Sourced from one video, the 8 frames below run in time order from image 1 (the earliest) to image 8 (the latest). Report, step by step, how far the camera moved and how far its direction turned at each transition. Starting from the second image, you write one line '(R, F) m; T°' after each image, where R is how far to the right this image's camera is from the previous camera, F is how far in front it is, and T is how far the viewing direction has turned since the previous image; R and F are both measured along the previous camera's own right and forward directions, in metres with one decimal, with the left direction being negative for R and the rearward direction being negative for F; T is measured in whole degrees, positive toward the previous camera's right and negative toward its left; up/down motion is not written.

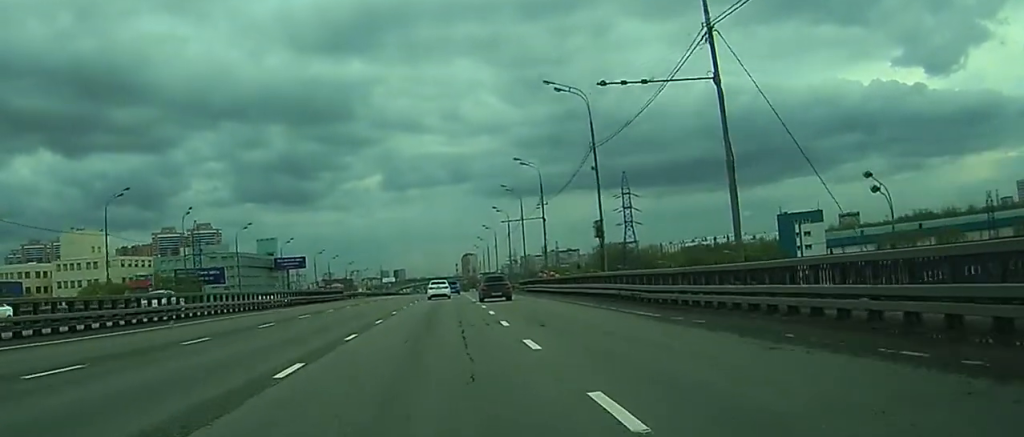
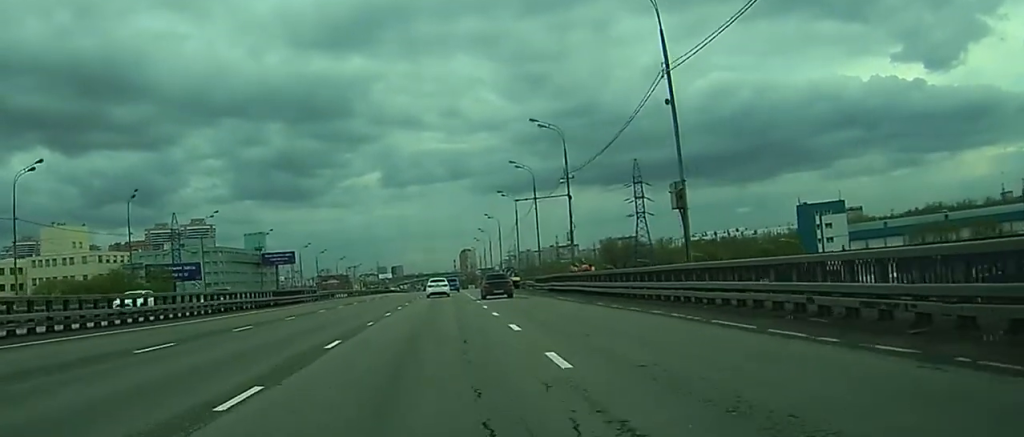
(0.0, +20.4) m; 0°
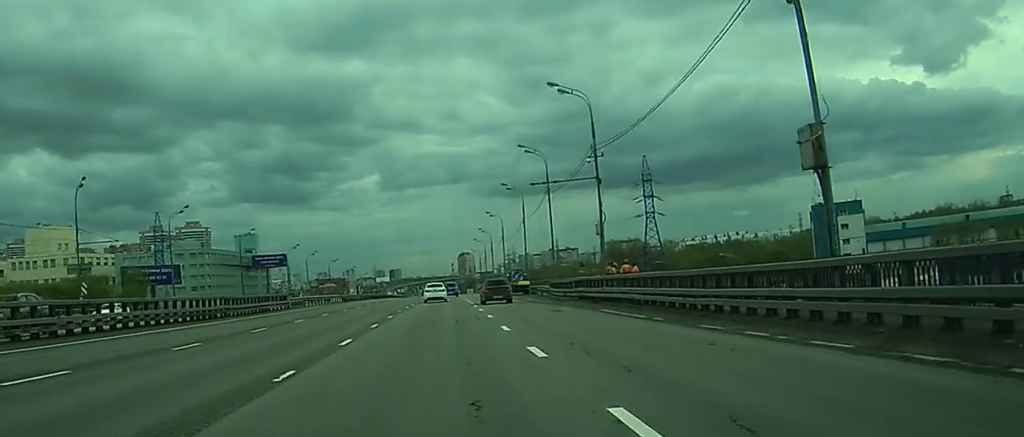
(0.0, +13.5) m; 0°
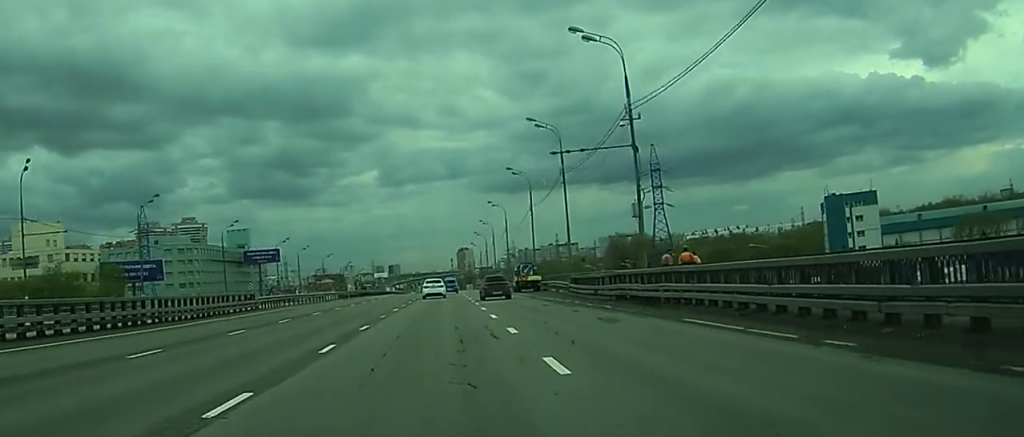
(+0.1, +10.3) m; 0°
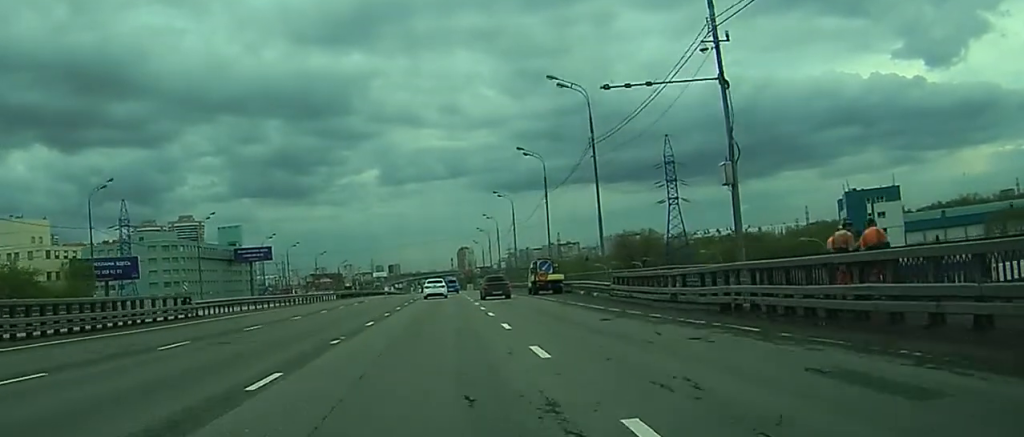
(0.0, +12.4) m; 0°
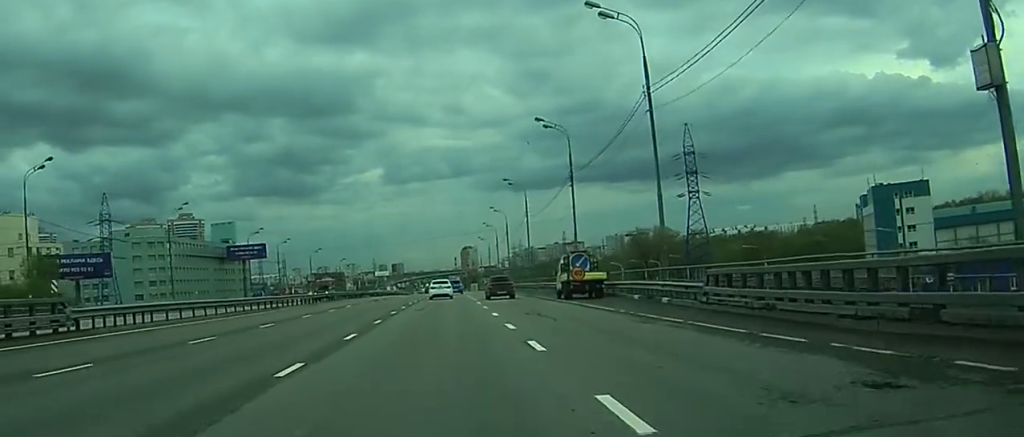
(0.0, +13.1) m; 0°
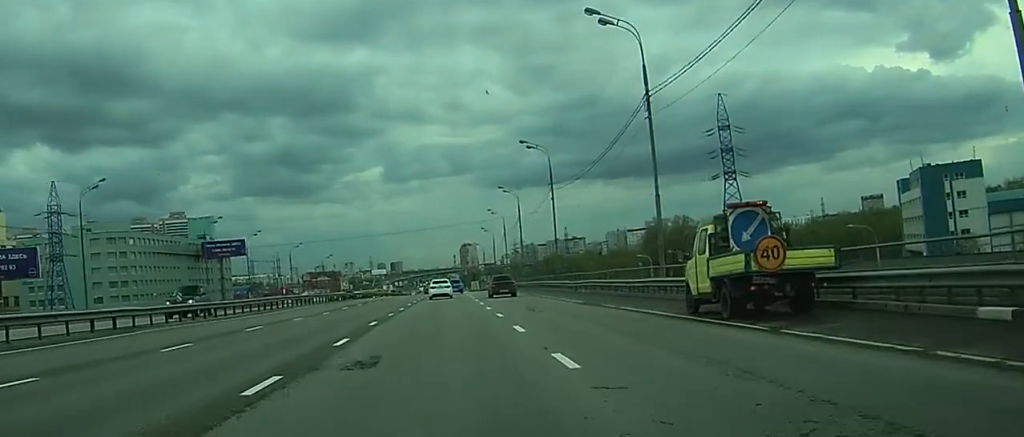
(0.0, +27.1) m; 0°
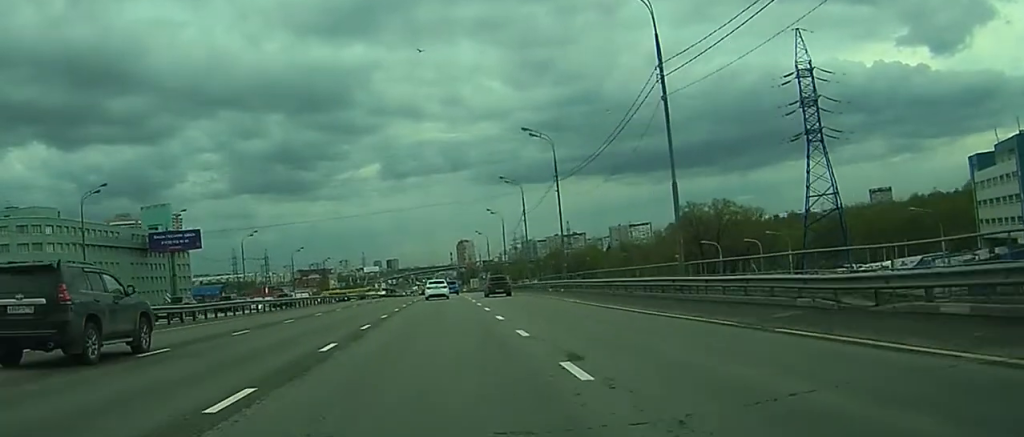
(-0.1, +44.9) m; 0°
